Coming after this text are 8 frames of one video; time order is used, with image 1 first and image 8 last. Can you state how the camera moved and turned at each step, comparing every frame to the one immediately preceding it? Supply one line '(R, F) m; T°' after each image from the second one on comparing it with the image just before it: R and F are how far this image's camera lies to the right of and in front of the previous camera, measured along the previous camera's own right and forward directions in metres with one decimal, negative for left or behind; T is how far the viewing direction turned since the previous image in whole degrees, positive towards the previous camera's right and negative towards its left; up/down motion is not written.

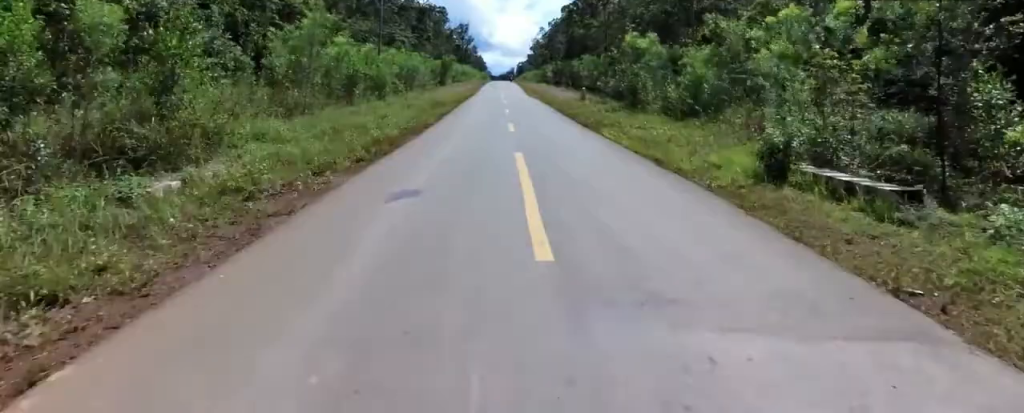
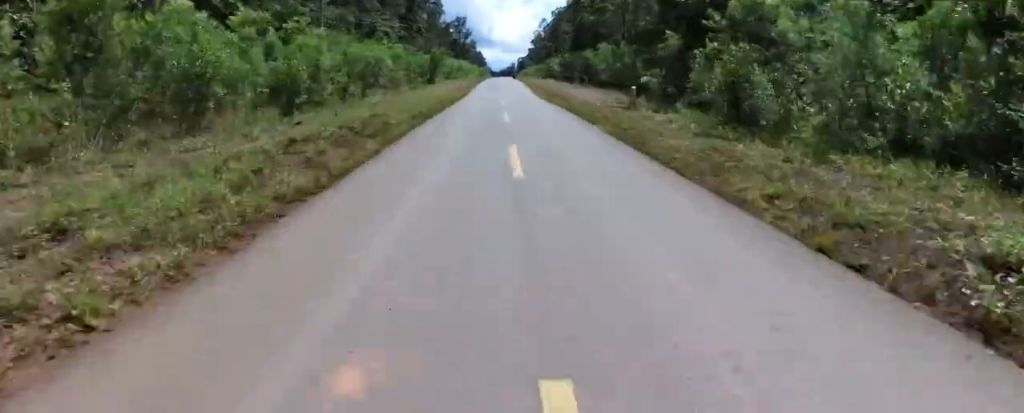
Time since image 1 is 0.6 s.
(+0.1, +15.9) m; 0°
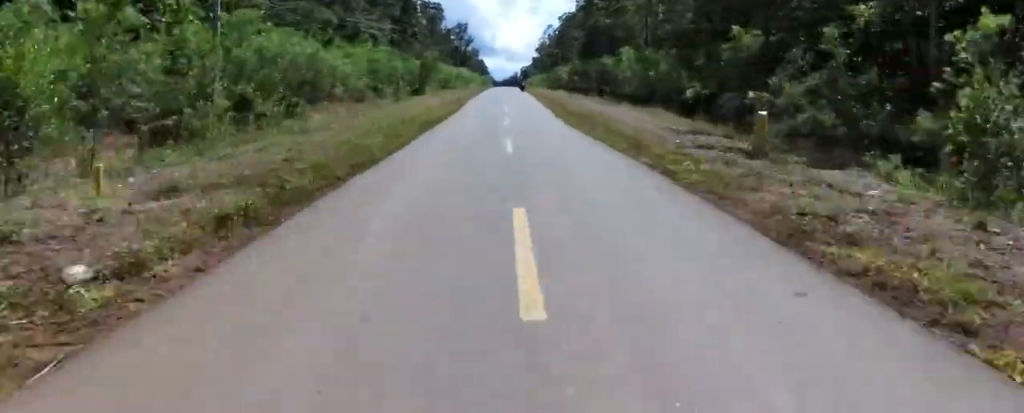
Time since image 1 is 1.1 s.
(+0.1, +12.4) m; 0°
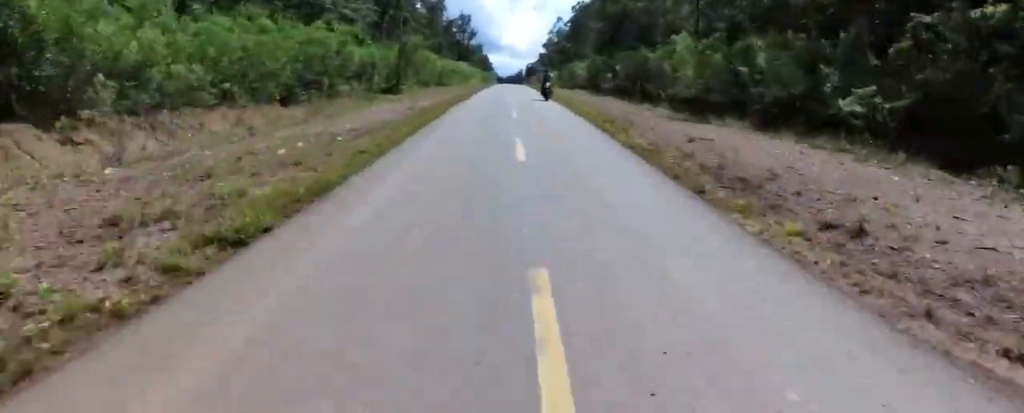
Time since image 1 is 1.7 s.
(-0.1, +17.8) m; 0°
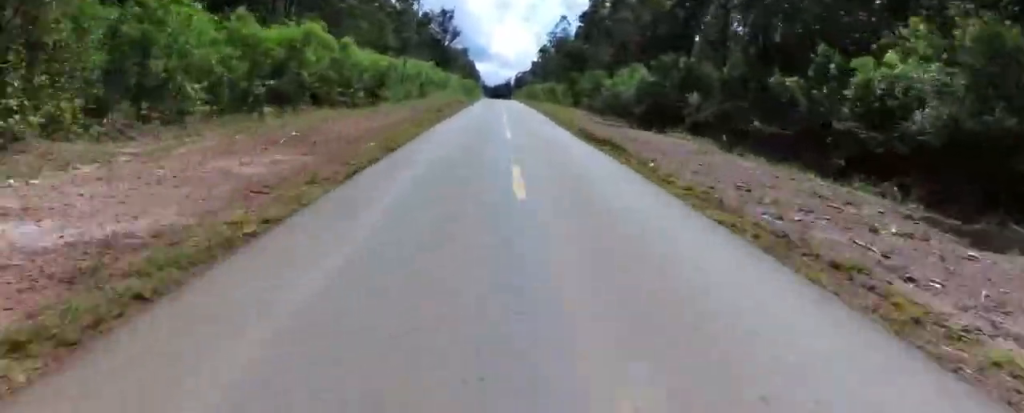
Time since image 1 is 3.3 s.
(+0.6, +42.4) m; +2°
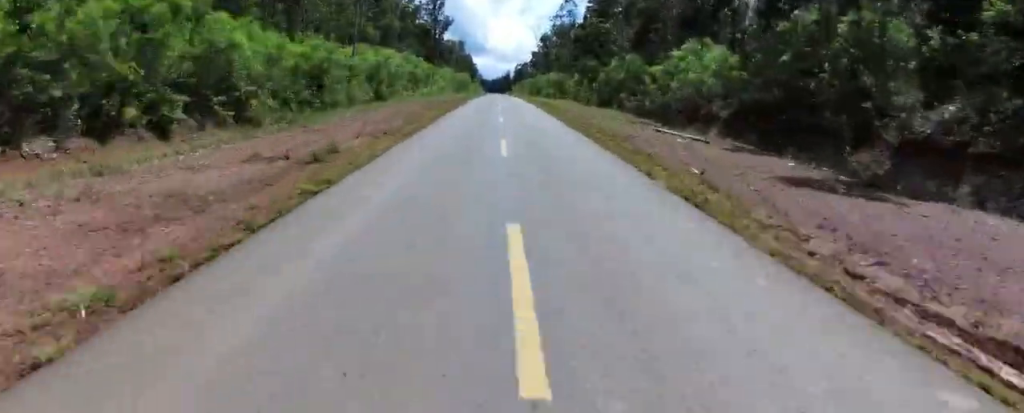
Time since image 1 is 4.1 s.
(+0.8, +20.6) m; 0°
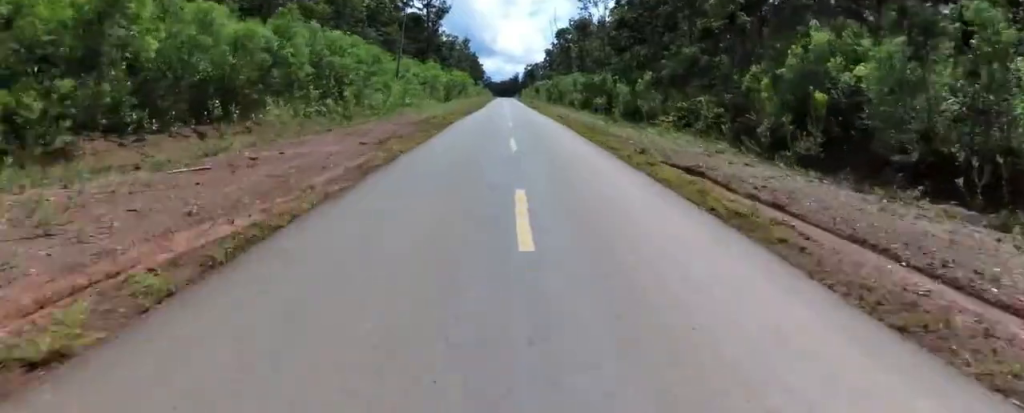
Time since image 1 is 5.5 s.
(-2.4, +38.2) m; -5°
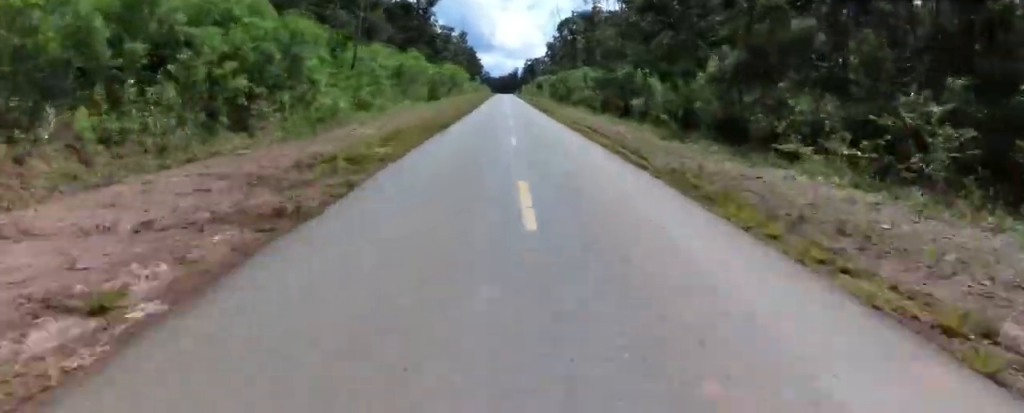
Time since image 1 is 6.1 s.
(-0.6, +15.5) m; 0°
